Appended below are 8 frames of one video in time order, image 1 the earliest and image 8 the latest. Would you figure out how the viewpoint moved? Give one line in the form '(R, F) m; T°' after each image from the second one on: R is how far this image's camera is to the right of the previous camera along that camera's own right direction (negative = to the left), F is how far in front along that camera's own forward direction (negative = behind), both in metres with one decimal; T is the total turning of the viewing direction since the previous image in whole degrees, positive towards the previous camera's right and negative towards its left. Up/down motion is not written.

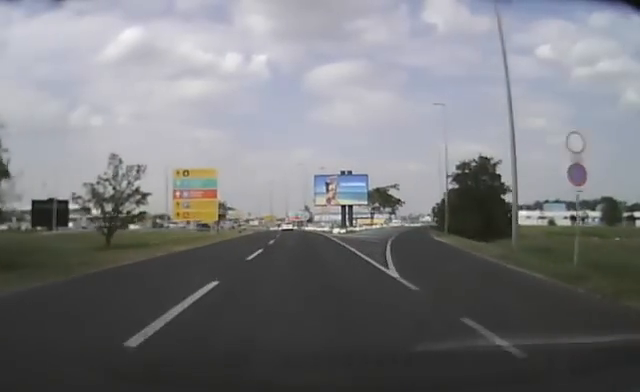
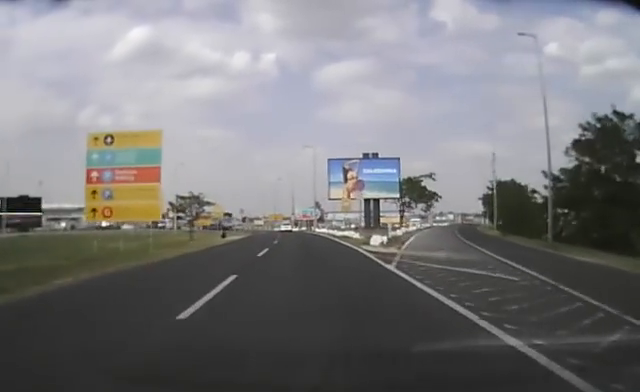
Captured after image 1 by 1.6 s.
(-0.1, +20.6) m; -1°
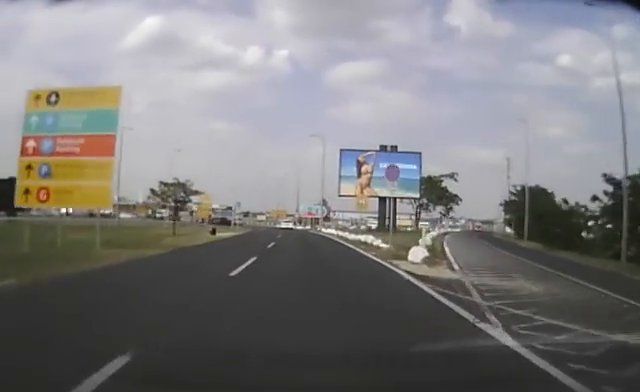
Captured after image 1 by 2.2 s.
(-0.1, +7.8) m; 0°
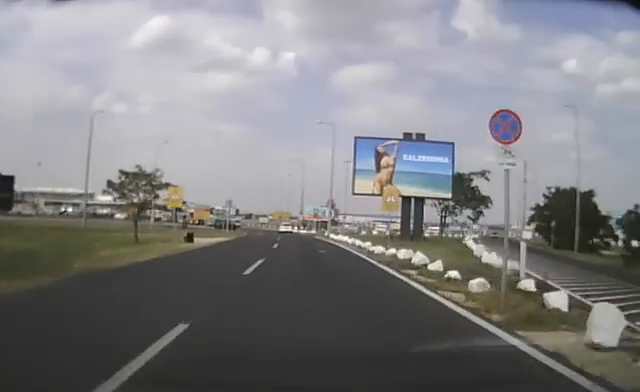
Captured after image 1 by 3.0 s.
(0.0, +10.3) m; 0°
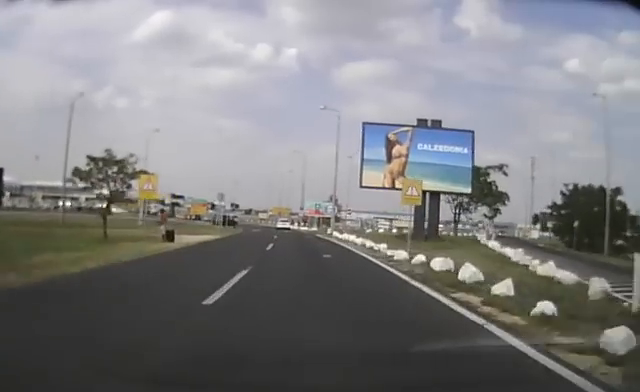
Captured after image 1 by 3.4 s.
(0.0, +5.1) m; 0°
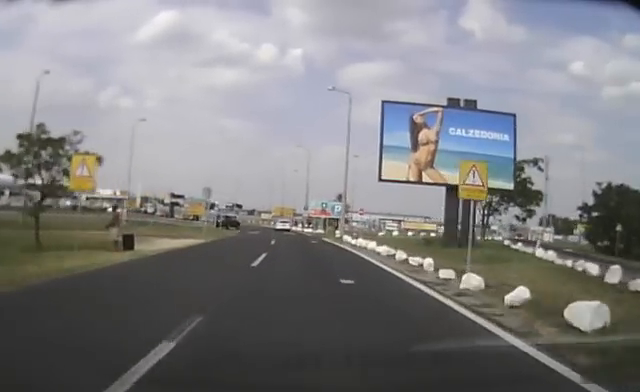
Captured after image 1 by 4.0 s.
(0.0, +7.5) m; -1°
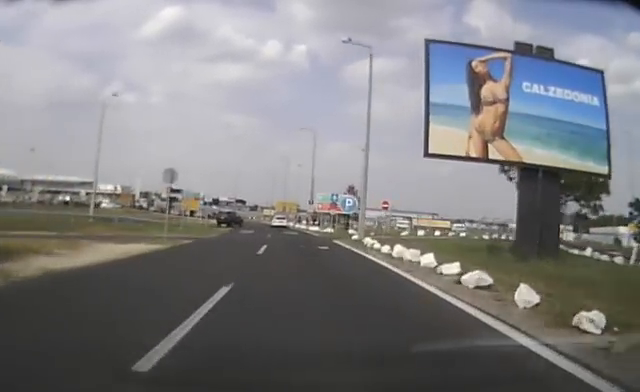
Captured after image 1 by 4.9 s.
(-0.2, +10.7) m; -1°
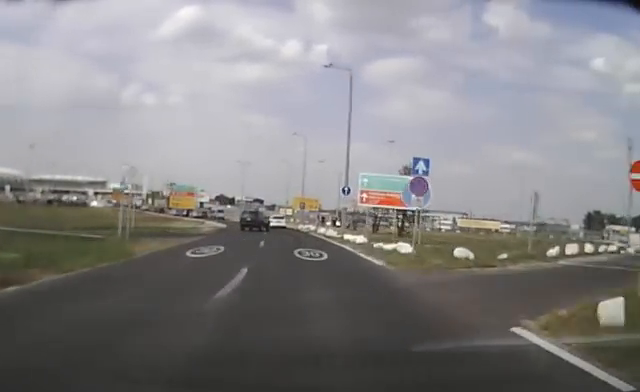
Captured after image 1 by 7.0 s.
(-0.1, +25.2) m; -1°
